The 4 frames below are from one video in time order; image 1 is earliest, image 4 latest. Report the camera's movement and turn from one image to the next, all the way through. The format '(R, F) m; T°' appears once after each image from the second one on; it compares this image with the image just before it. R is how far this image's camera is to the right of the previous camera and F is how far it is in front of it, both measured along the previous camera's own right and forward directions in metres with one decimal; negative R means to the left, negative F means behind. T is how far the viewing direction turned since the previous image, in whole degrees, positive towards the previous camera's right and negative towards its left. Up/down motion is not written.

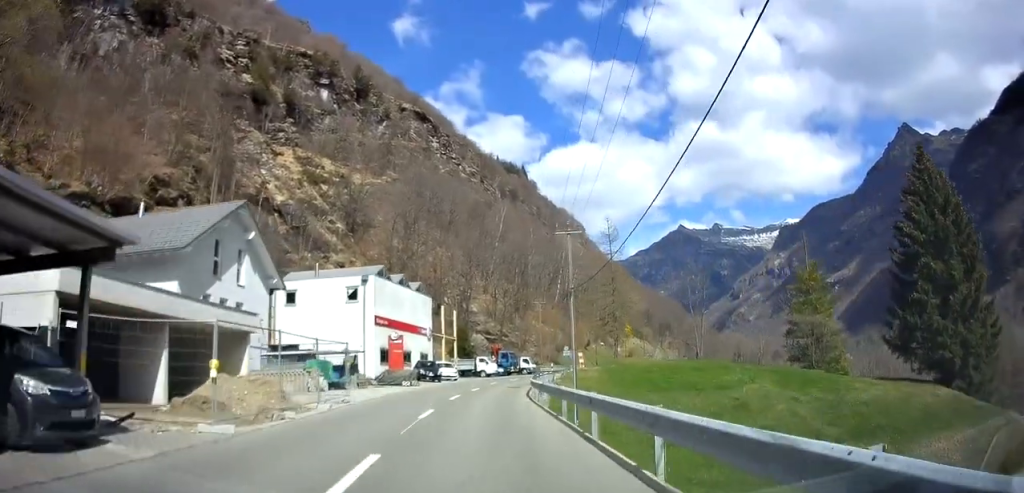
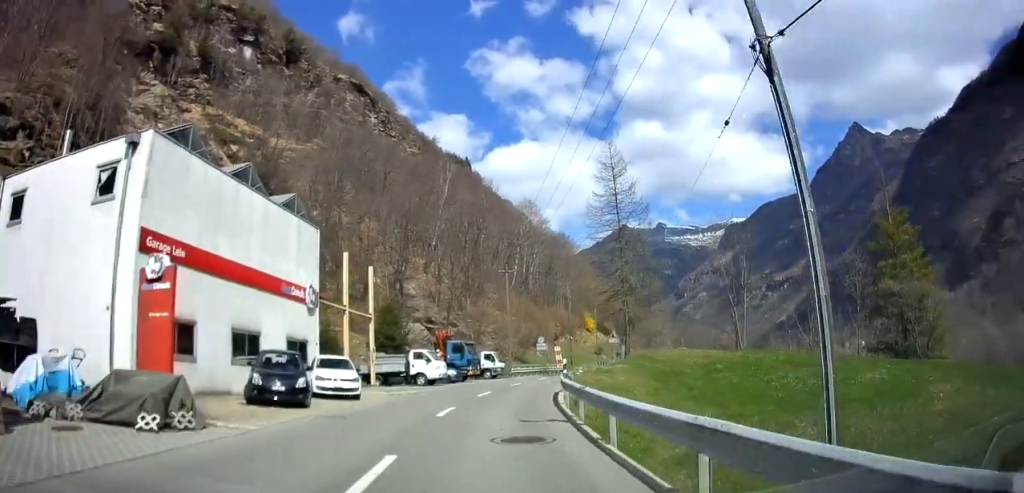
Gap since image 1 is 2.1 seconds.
(+1.1, +25.4) m; +5°
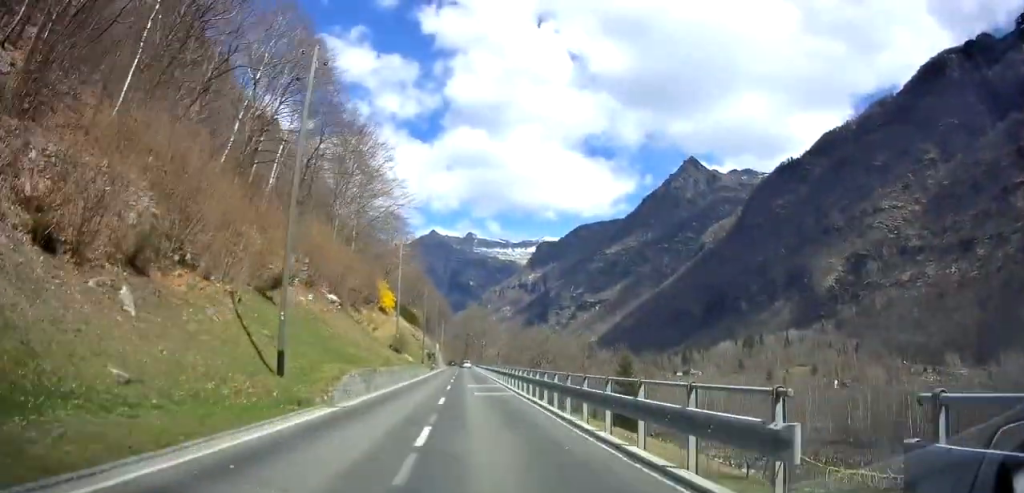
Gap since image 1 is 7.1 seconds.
(+13.9, +64.0) m; +22°
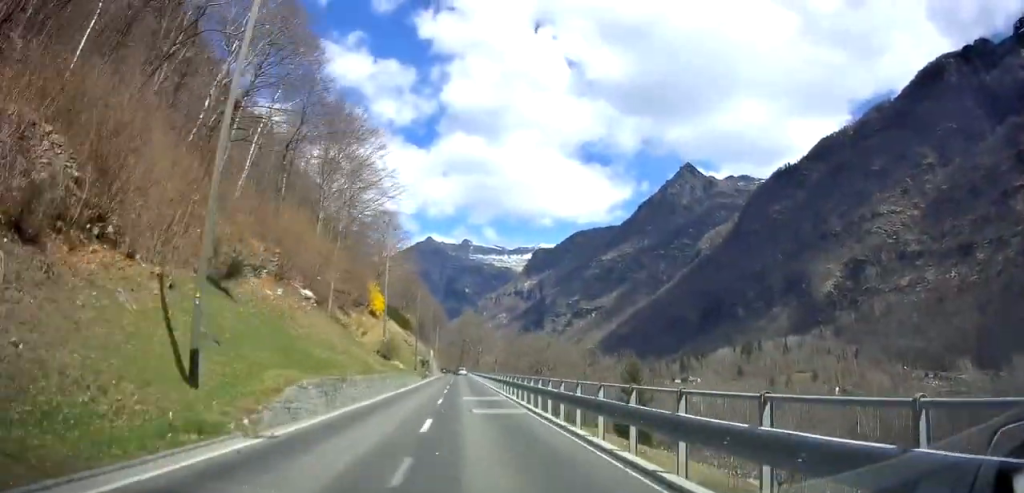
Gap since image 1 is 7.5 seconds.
(+0.1, +5.4) m; 0°
